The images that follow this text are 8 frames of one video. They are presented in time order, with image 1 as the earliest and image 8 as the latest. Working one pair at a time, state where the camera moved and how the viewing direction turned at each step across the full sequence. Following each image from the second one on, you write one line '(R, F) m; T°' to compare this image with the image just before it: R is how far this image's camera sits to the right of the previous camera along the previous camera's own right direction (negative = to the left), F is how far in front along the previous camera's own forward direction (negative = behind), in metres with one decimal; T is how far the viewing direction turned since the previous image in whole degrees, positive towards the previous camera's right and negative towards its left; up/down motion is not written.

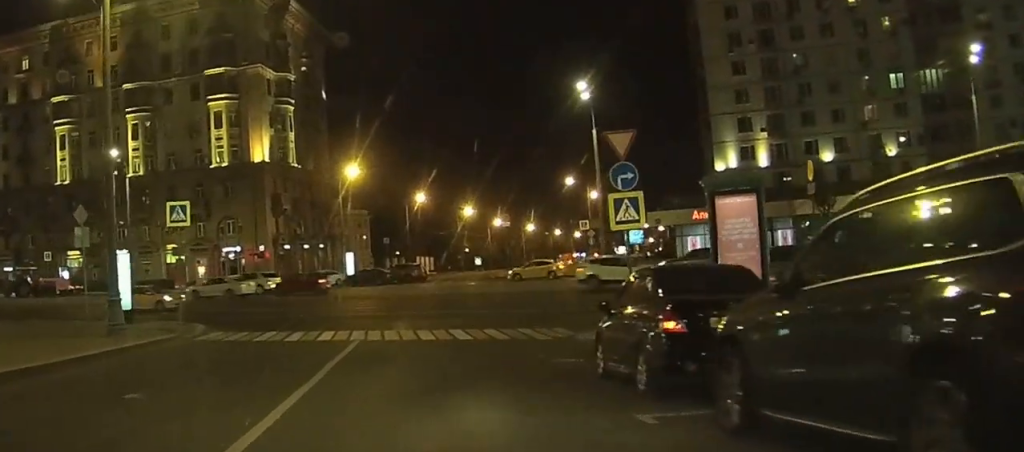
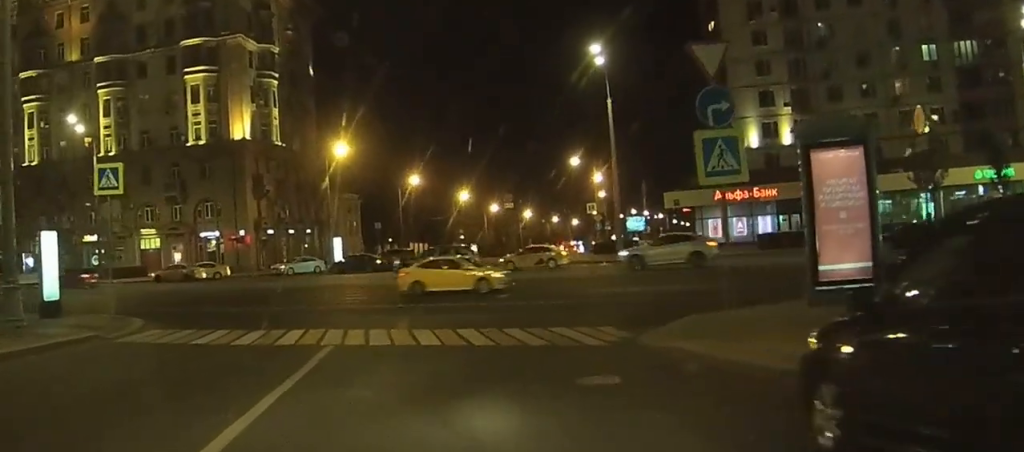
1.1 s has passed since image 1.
(+0.2, +7.3) m; +4°
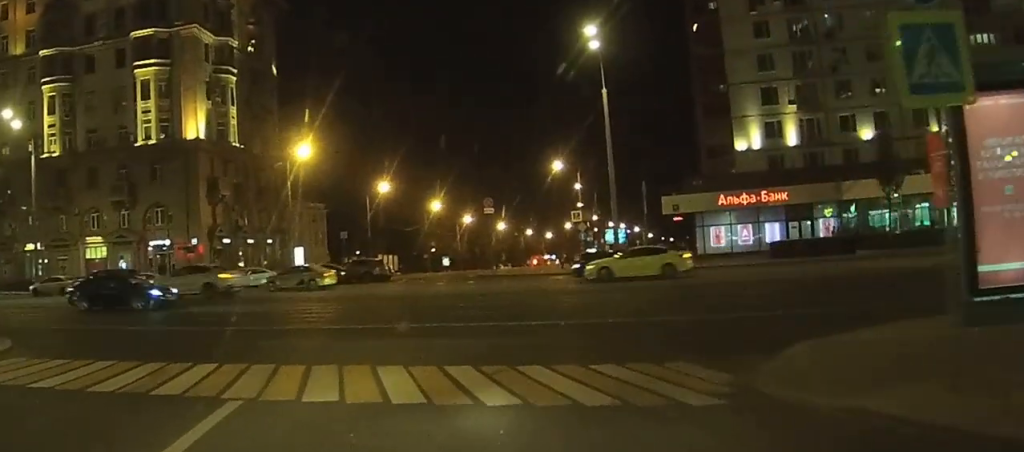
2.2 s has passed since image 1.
(+0.3, +7.5) m; +2°
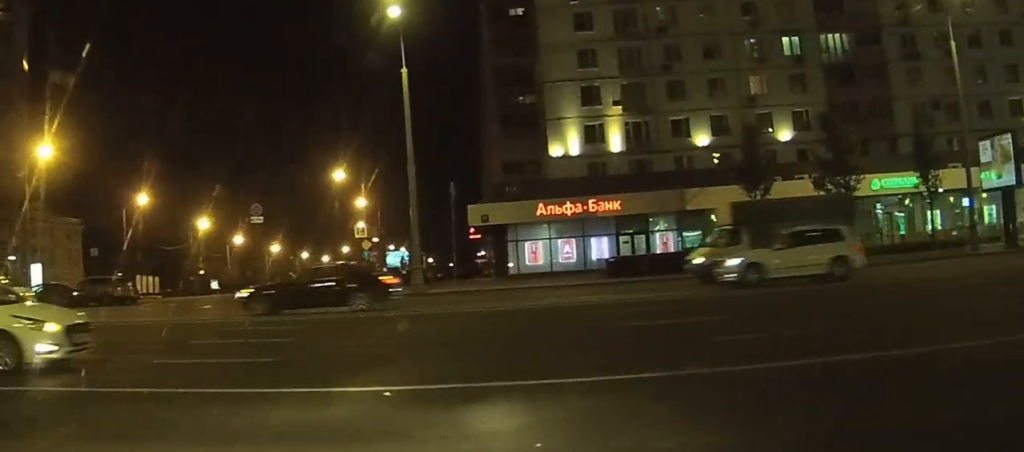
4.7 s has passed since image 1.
(+0.2, +11.6) m; +9°
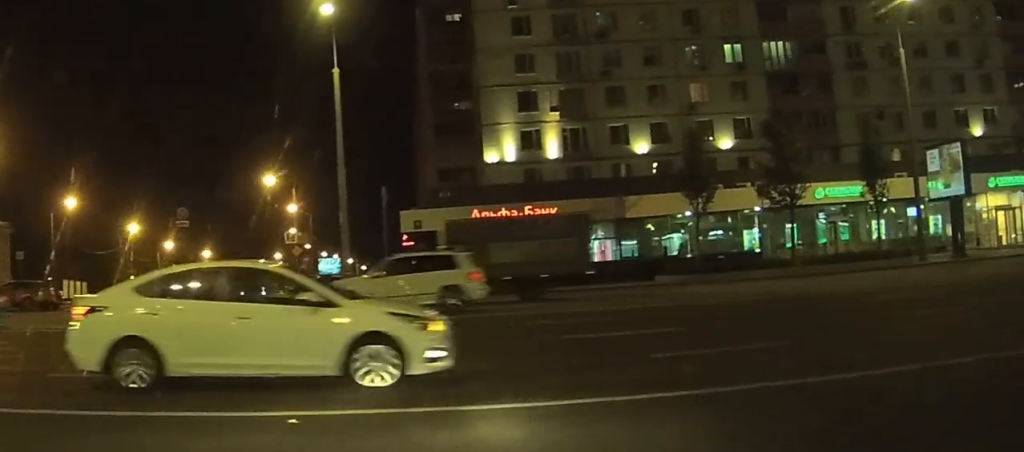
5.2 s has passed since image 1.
(0.0, +1.8) m; +6°
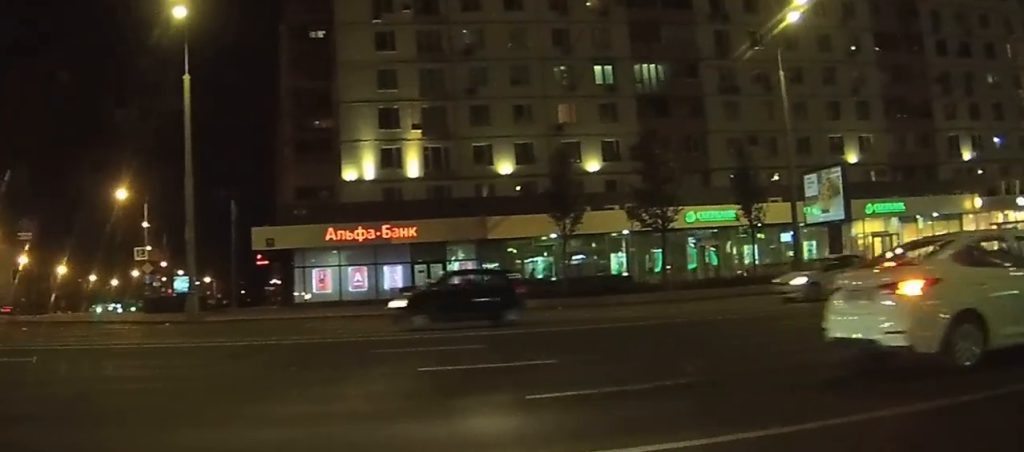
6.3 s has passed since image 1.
(+0.3, +2.5) m; +16°
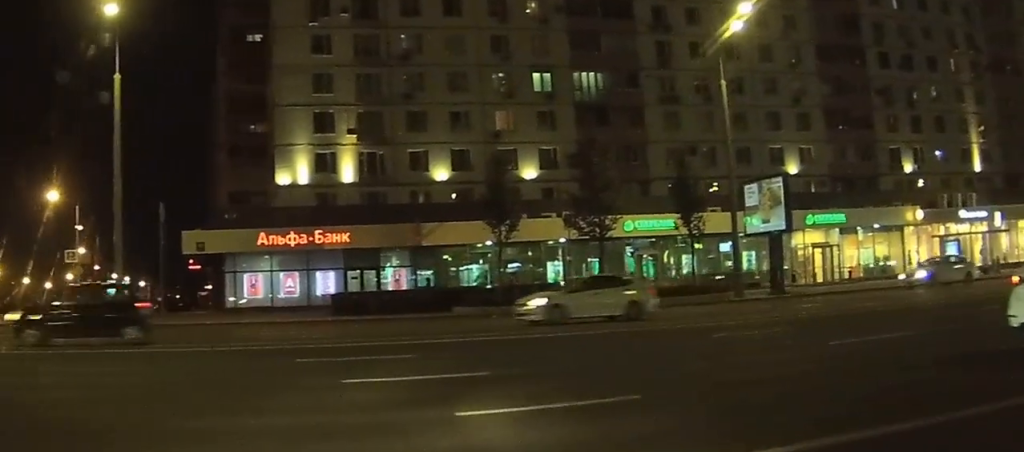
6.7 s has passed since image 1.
(+0.1, +0.8) m; +8°
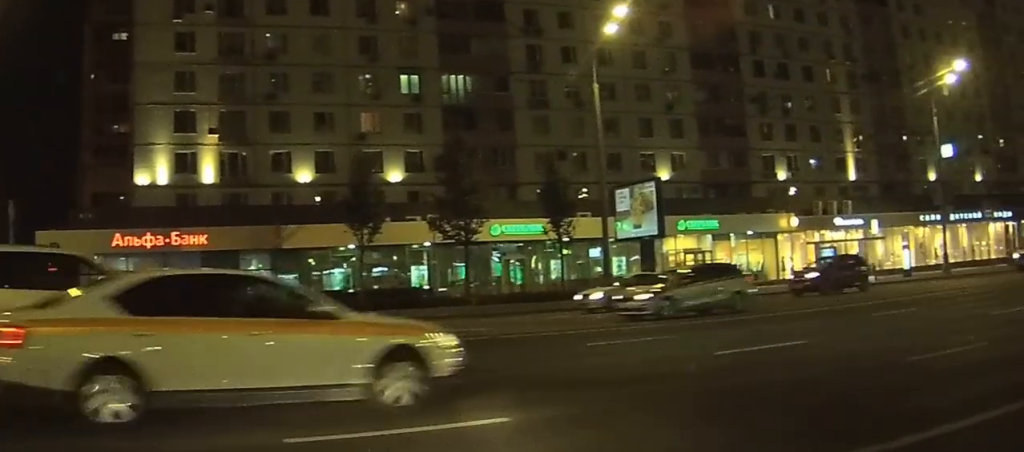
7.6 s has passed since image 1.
(+0.2, +1.6) m; +17°
